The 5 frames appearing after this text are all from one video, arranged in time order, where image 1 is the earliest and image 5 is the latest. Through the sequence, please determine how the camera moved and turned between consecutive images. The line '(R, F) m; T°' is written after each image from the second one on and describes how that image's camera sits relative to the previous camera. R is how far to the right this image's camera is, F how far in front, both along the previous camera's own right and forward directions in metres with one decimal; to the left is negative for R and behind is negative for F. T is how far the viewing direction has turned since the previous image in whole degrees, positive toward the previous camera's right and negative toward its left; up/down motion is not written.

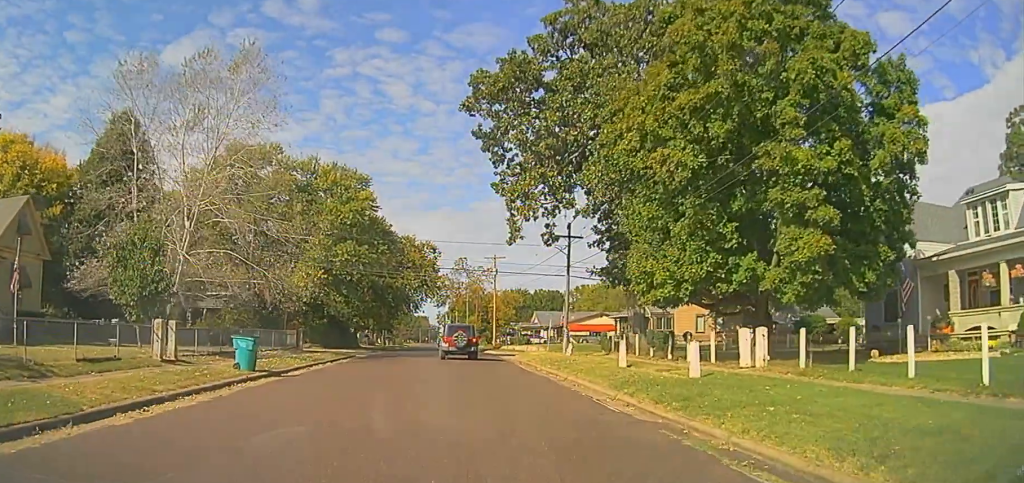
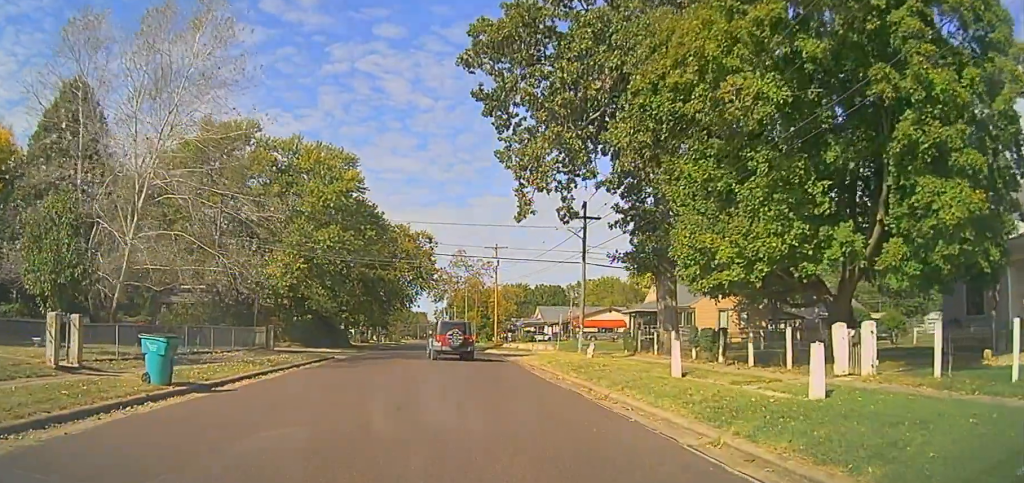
(+0.1, +6.7) m; 0°
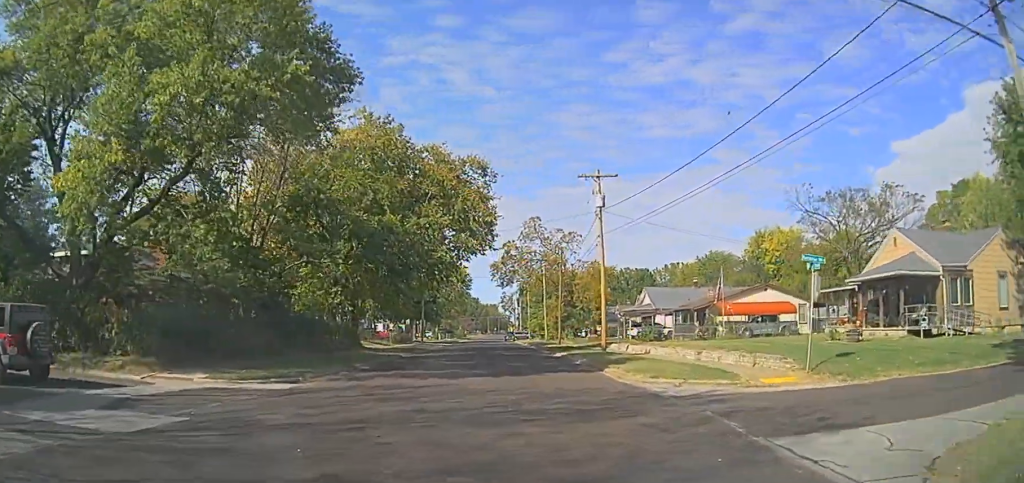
(-0.4, +34.3) m; -1°
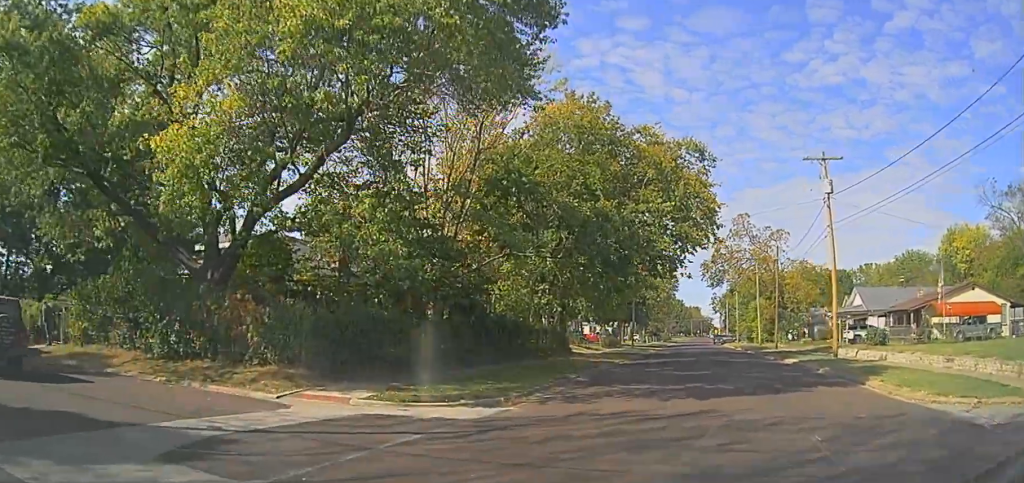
(+0.1, +5.6) m; -12°
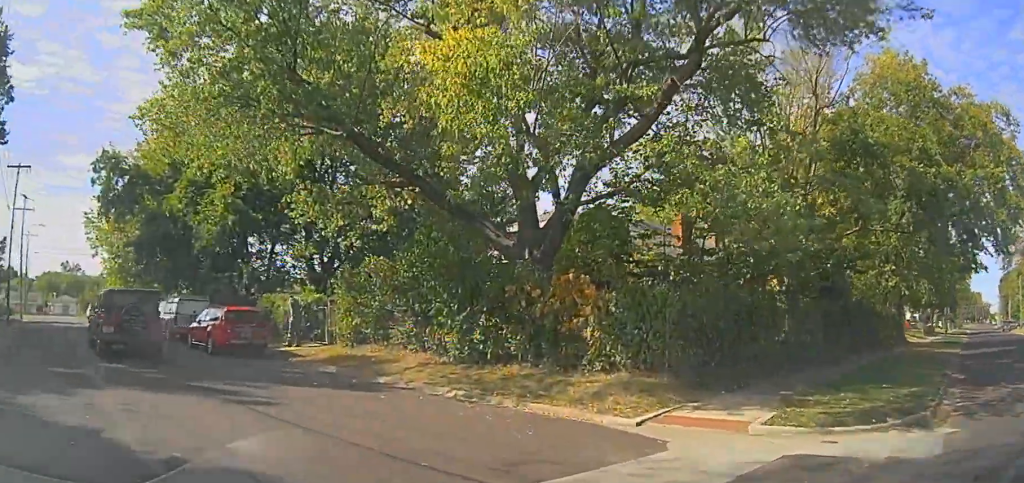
(-1.0, +4.8) m; -28°
